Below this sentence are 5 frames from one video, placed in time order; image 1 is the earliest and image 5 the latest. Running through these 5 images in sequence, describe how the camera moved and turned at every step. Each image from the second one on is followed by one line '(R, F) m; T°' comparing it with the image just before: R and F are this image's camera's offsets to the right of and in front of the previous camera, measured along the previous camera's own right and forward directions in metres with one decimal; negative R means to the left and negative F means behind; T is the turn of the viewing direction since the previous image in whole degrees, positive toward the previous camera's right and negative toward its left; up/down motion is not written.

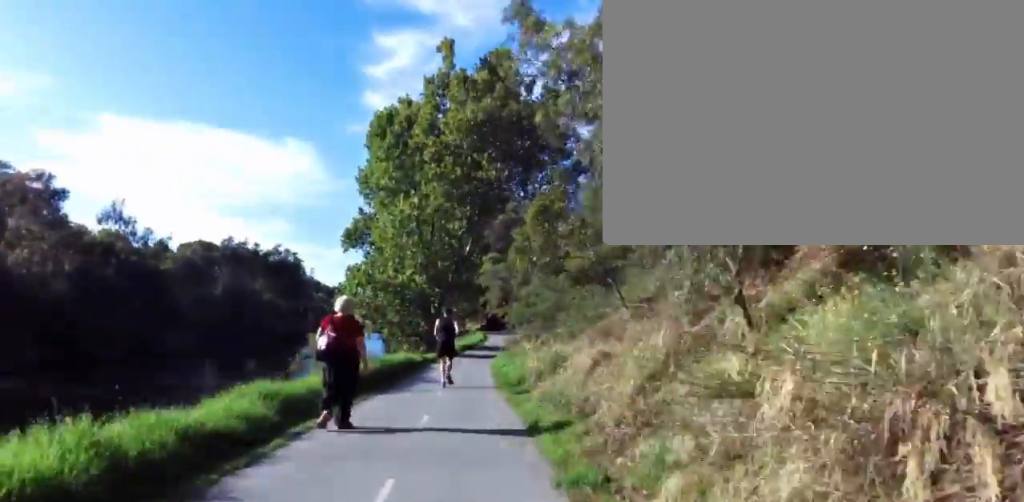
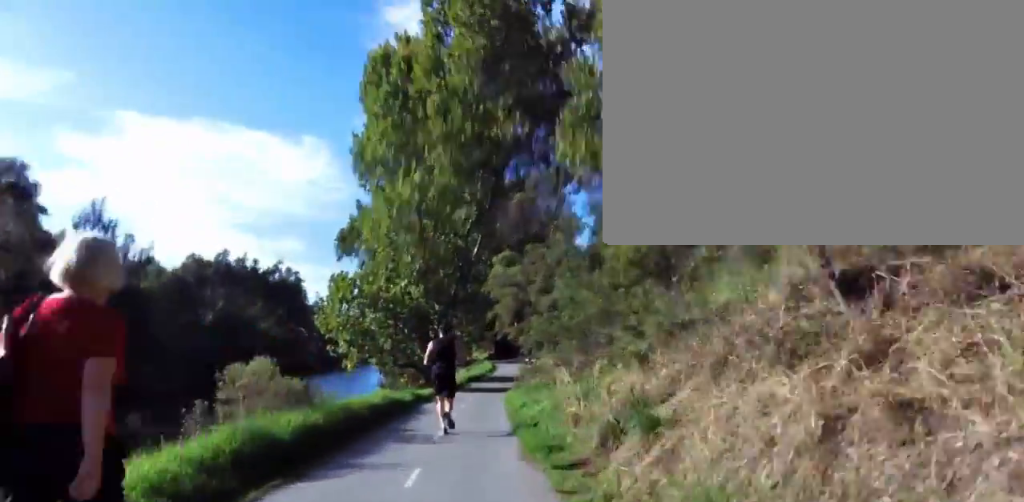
(+0.7, +5.3) m; +5°
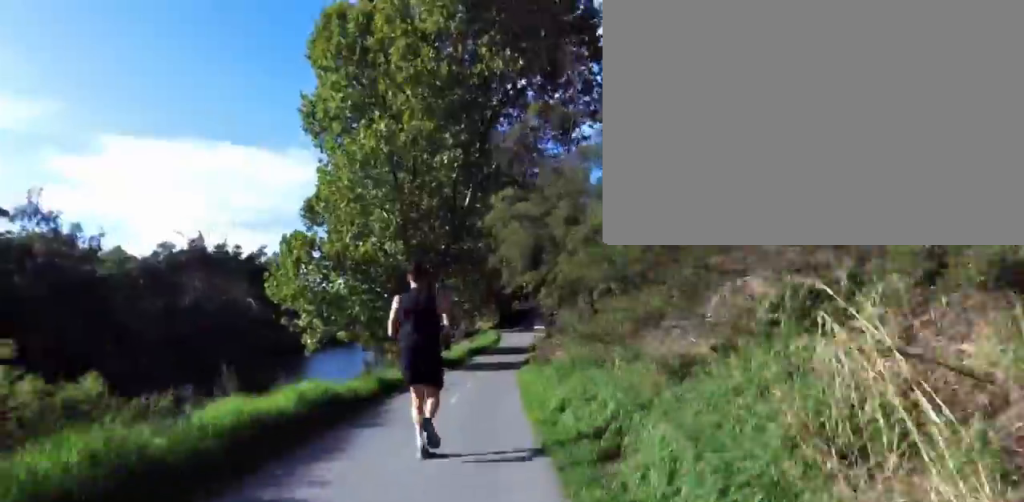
(+0.2, +6.5) m; +2°
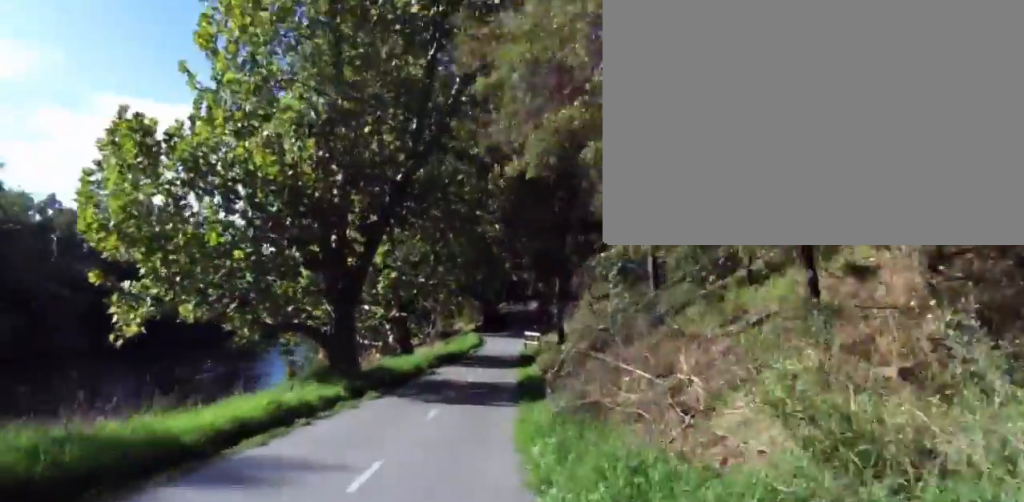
(0.0, +9.8) m; 0°
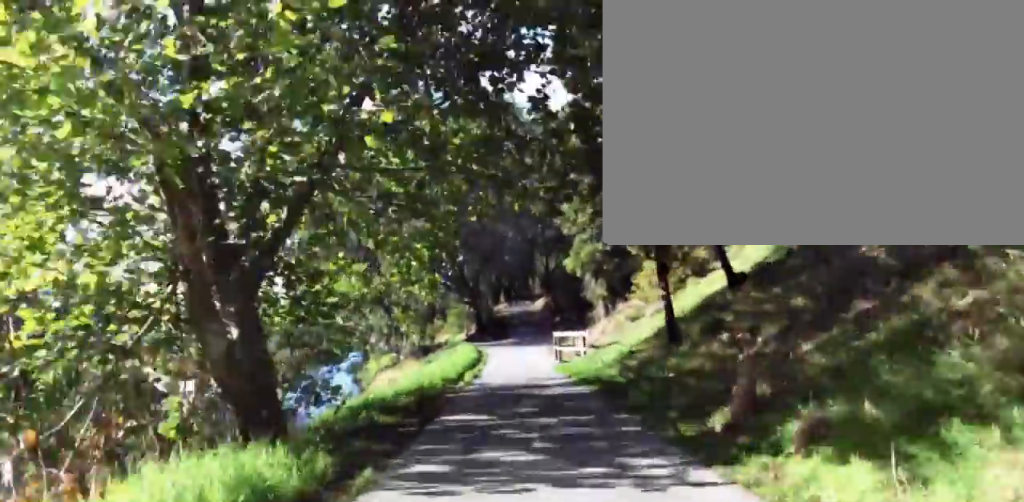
(-1.3, +17.0) m; -8°
